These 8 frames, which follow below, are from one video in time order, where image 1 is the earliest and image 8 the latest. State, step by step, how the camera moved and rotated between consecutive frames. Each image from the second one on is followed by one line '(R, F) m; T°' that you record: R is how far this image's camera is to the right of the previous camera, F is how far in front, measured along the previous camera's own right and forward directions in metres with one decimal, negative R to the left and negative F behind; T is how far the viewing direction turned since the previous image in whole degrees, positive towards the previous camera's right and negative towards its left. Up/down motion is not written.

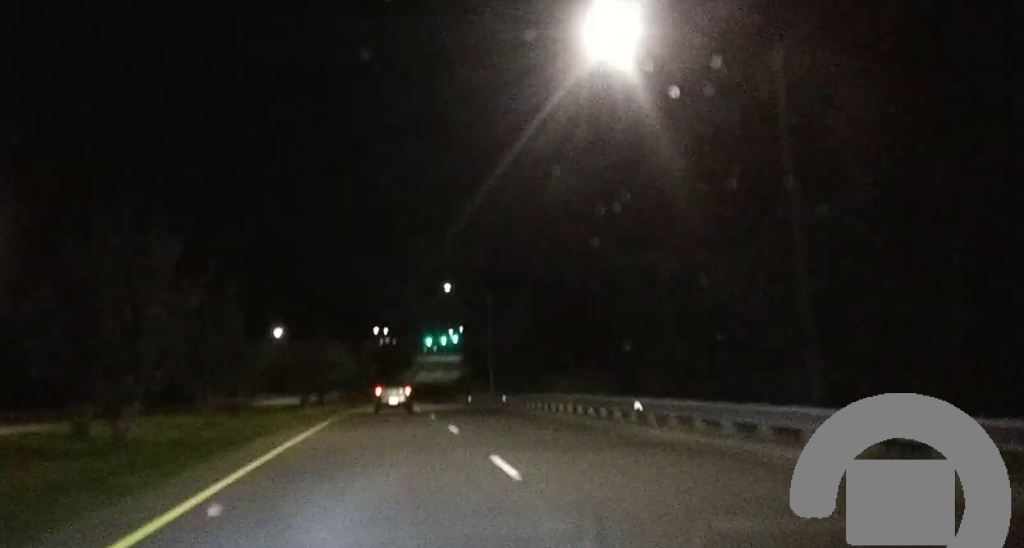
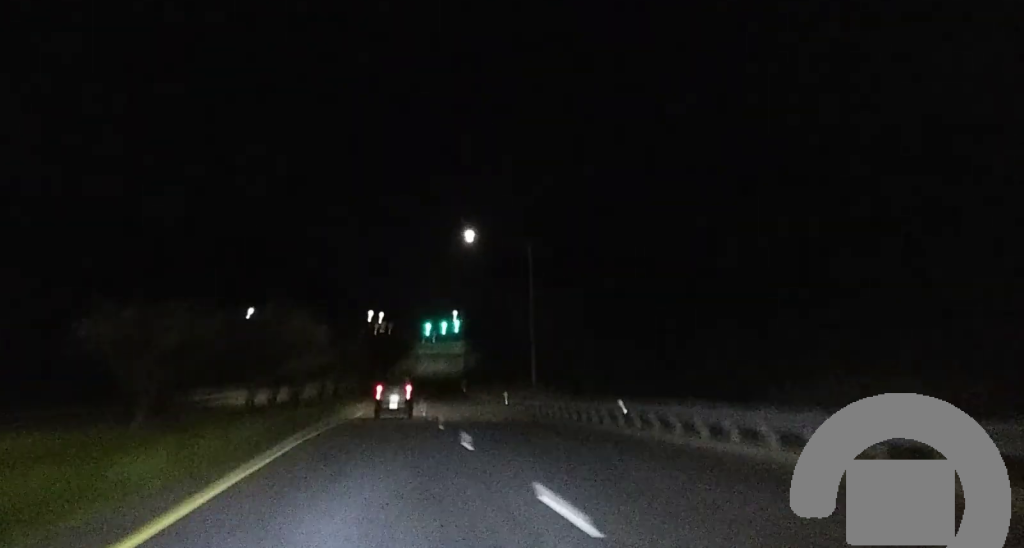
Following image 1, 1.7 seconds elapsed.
(+0.3, +29.5) m; +2°
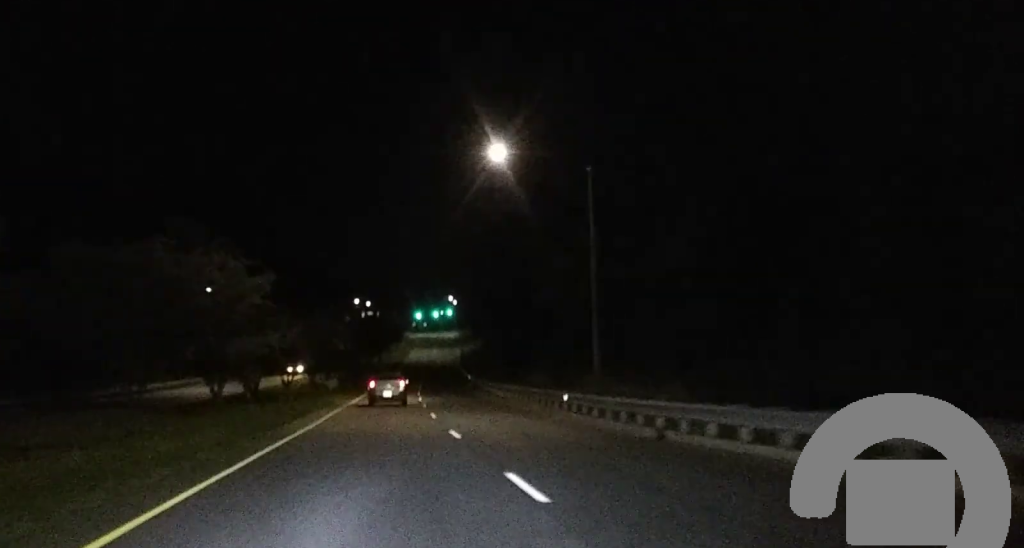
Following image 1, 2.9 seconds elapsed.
(+0.3, +22.3) m; +1°
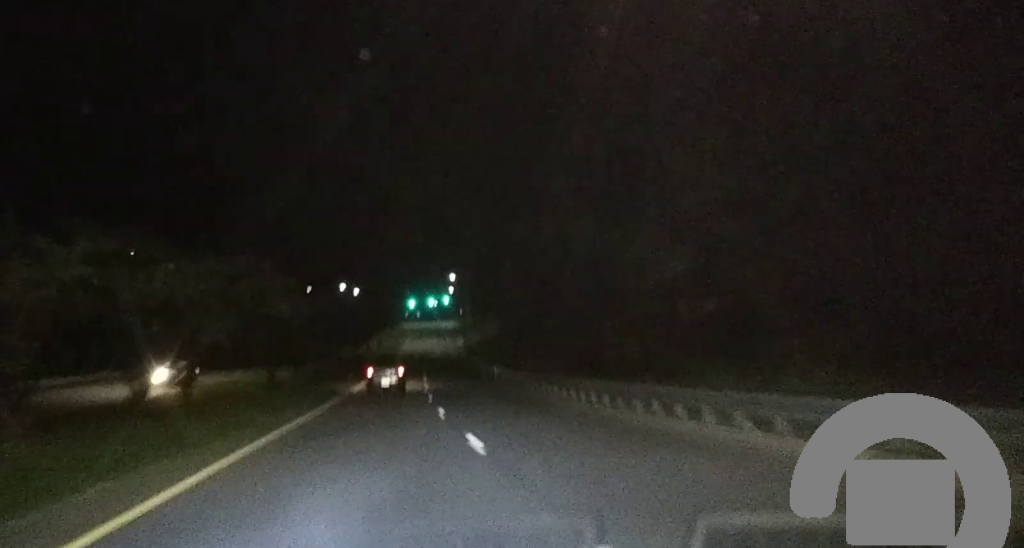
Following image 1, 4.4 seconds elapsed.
(-0.2, +30.0) m; 0°
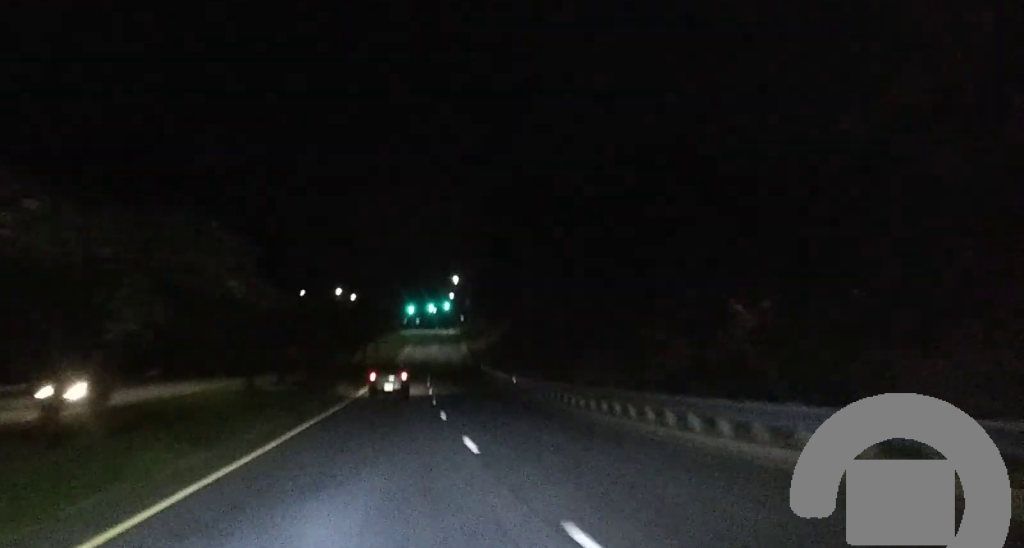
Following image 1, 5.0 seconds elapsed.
(0.0, +11.0) m; 0°
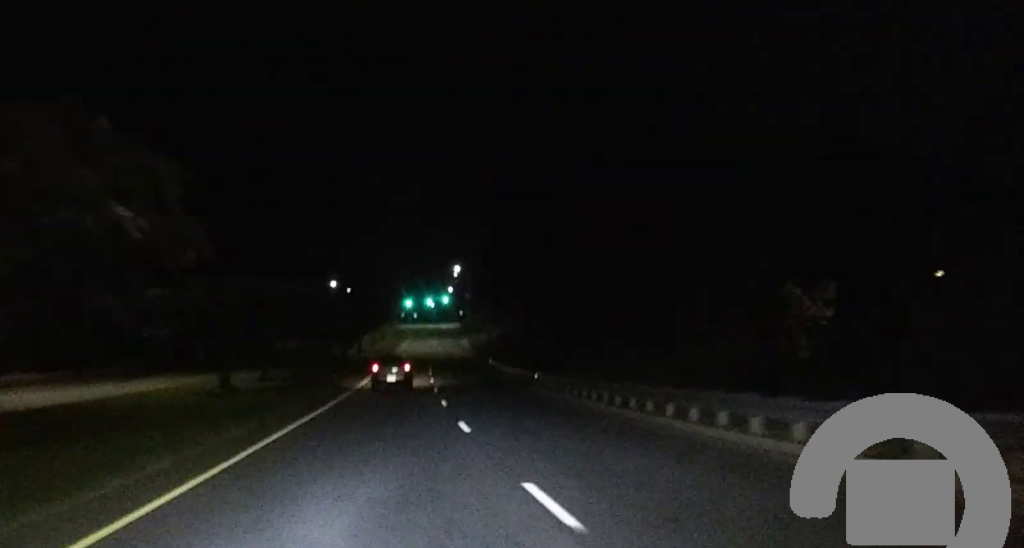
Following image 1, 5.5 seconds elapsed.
(0.0, +9.1) m; 0°
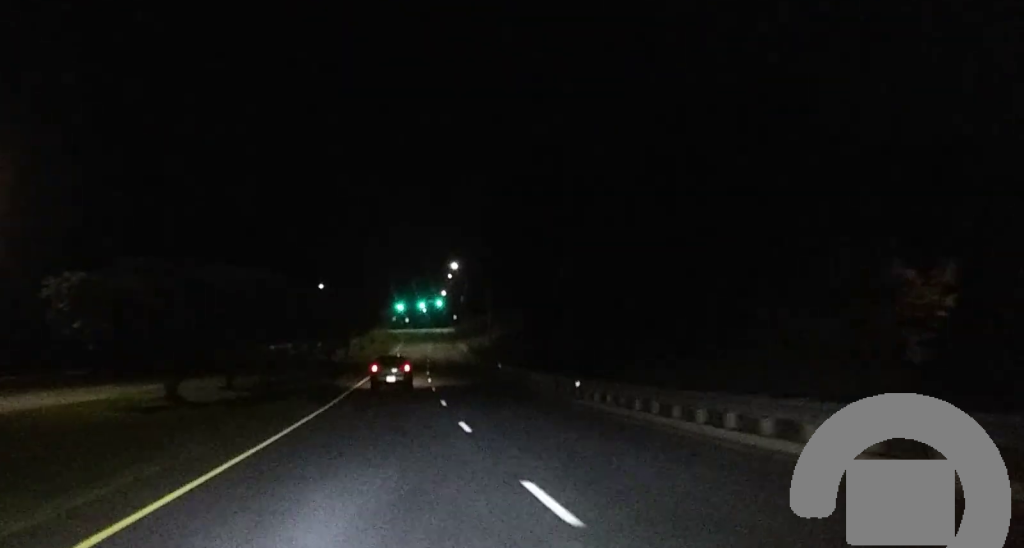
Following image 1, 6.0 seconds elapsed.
(0.0, +11.1) m; 0°
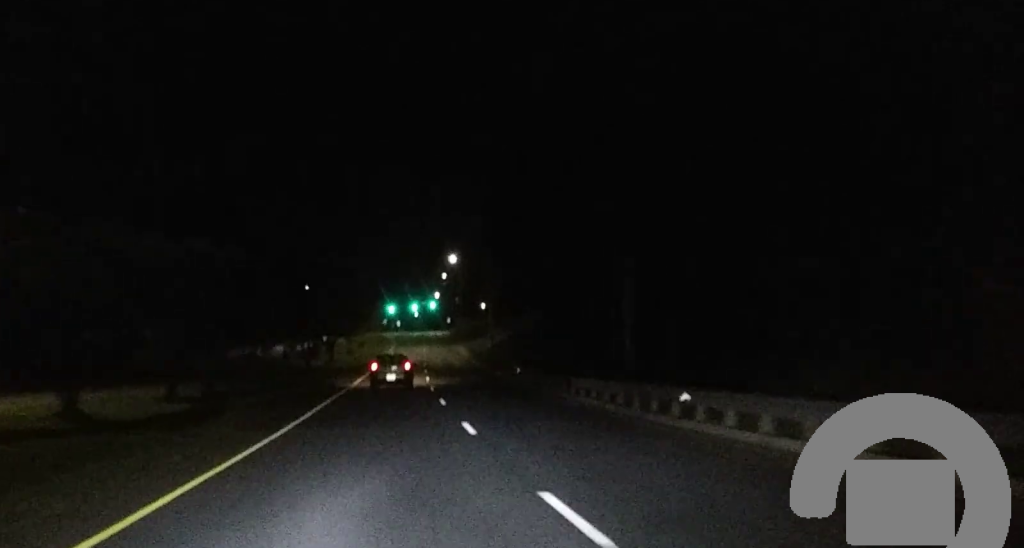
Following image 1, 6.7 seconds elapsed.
(0.0, +13.1) m; 0°
